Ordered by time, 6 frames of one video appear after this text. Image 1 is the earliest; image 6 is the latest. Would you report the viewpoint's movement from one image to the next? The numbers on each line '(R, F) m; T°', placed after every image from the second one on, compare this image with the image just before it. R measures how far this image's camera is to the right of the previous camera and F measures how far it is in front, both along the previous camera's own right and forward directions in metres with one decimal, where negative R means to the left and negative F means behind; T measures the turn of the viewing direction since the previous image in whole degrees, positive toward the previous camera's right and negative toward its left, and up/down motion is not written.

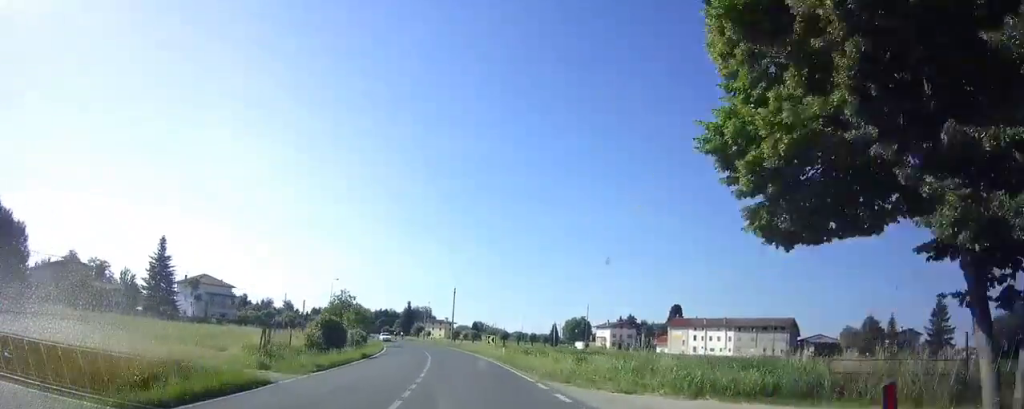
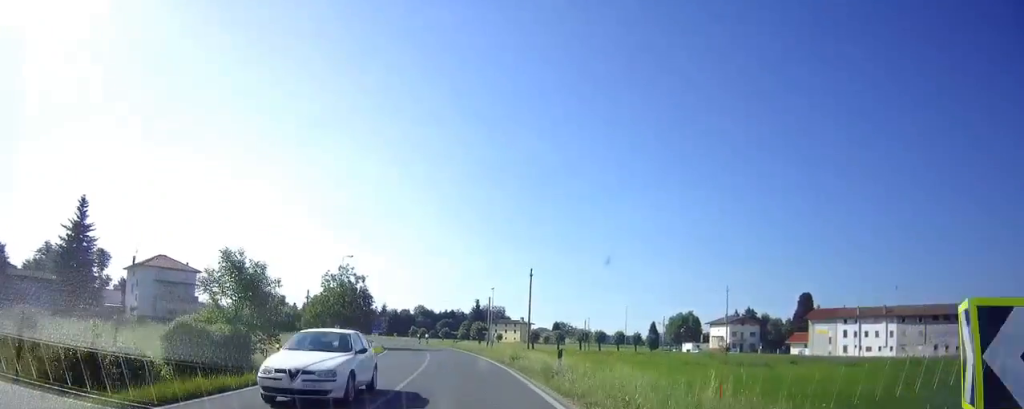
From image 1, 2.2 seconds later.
(-3.0, +38.6) m; -8°
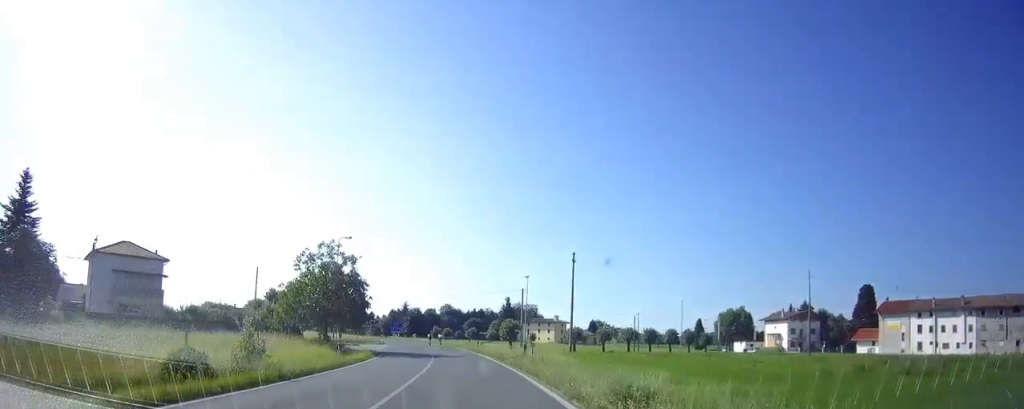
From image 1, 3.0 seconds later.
(0.0, +14.7) m; -2°
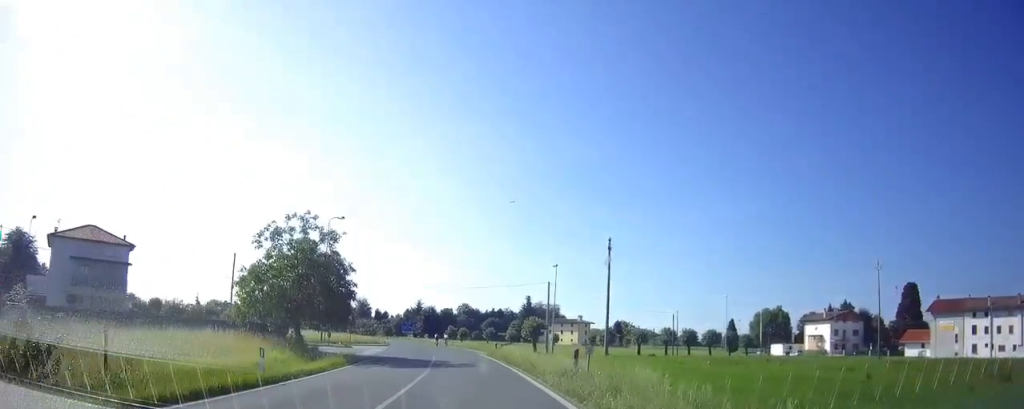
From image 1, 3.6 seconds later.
(-0.2, +9.8) m; -2°
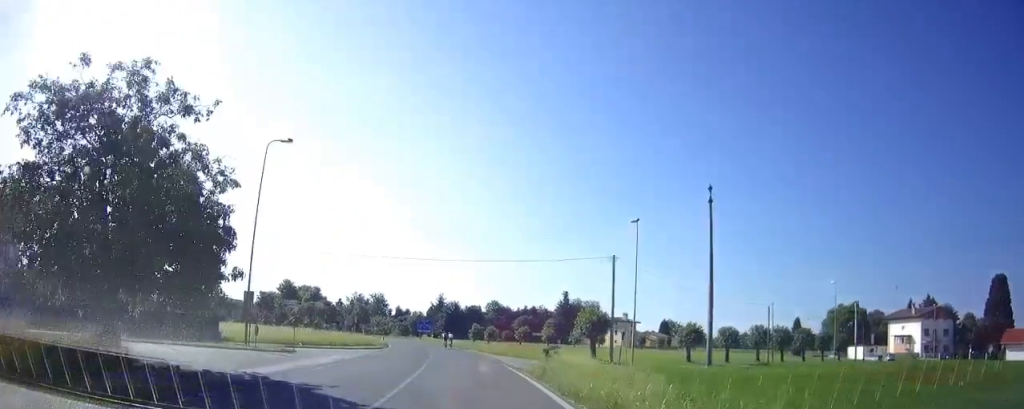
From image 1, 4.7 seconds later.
(-0.9, +19.0) m; -4°
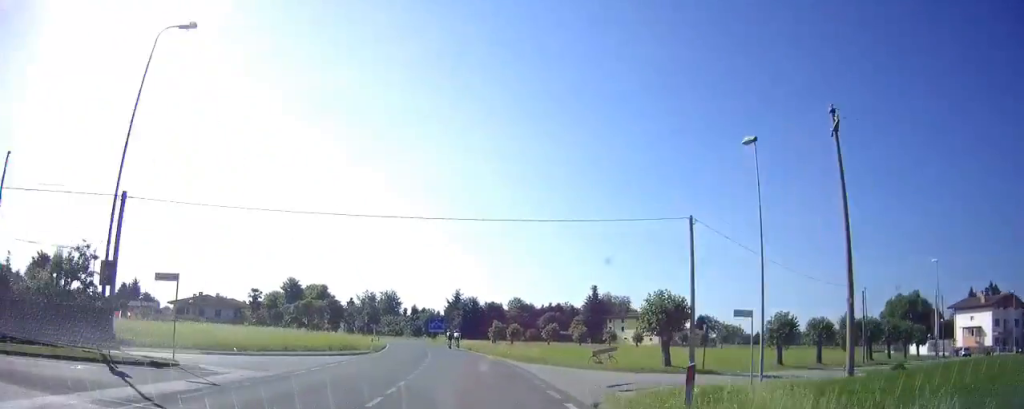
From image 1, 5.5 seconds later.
(-0.3, +13.4) m; -2°
